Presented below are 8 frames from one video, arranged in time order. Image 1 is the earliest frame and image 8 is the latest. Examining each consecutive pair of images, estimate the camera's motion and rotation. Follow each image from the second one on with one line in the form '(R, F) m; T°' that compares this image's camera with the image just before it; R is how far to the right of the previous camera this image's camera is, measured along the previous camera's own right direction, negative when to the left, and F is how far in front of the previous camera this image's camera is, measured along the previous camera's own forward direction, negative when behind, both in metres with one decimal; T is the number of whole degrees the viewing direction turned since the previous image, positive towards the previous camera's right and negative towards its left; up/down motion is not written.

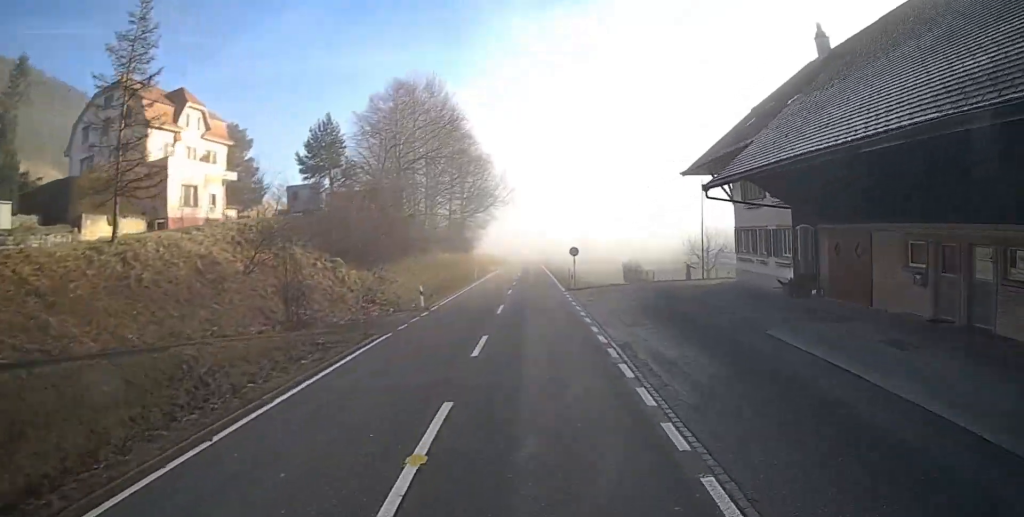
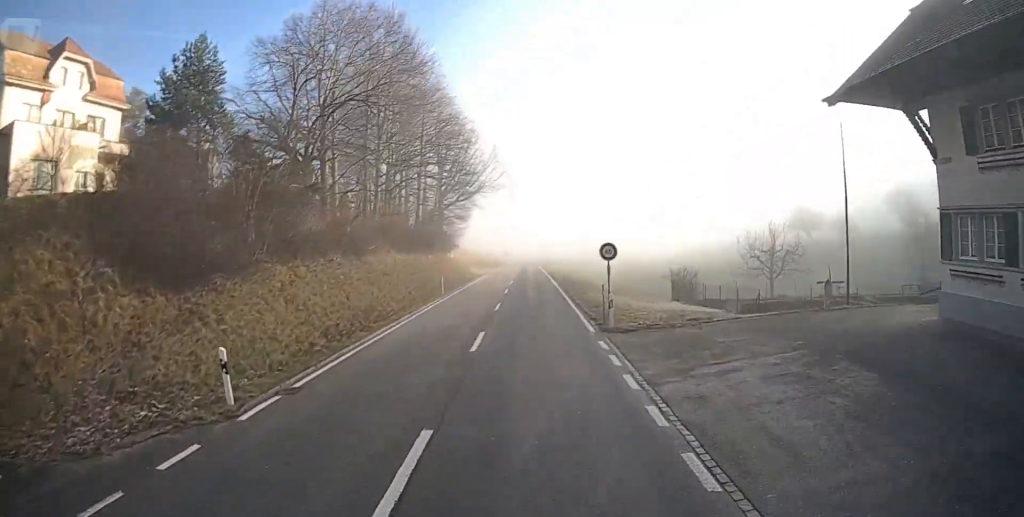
(-0.2, +17.5) m; -1°
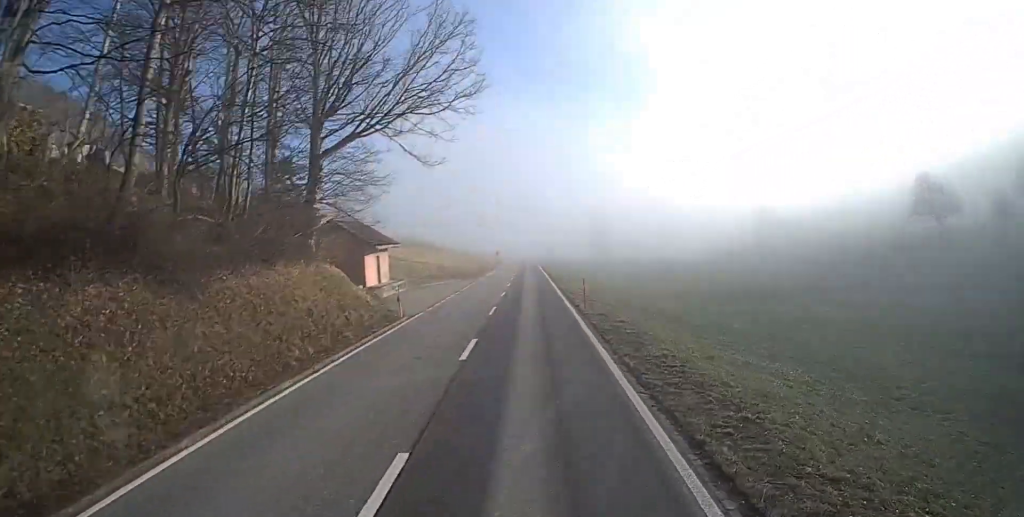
(+0.2, +36.8) m; +1°
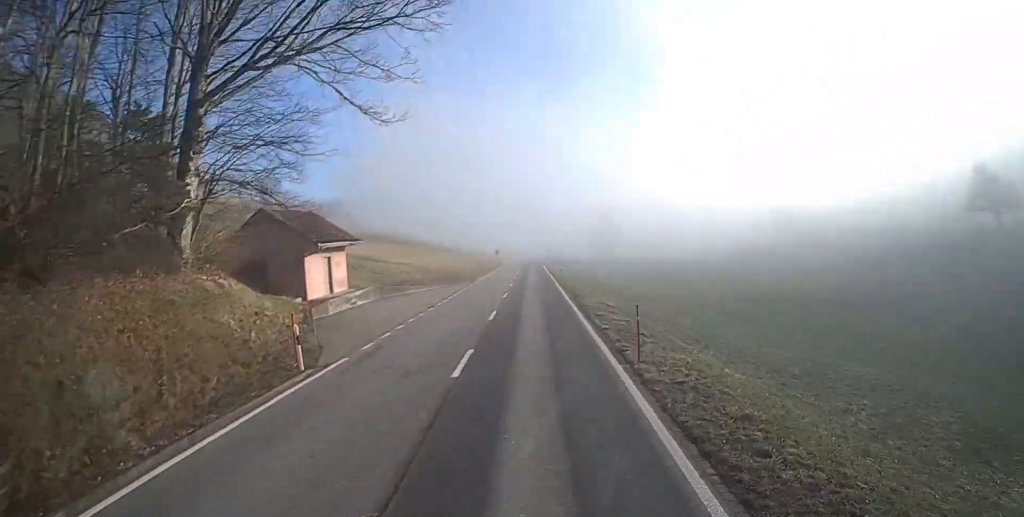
(+0.1, +10.7) m; 0°
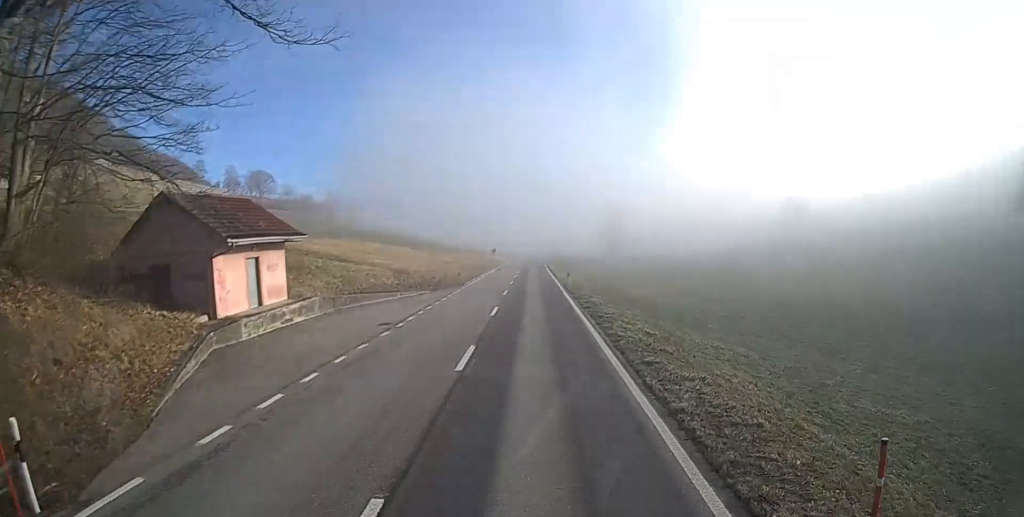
(0.0, +8.5) m; 0°
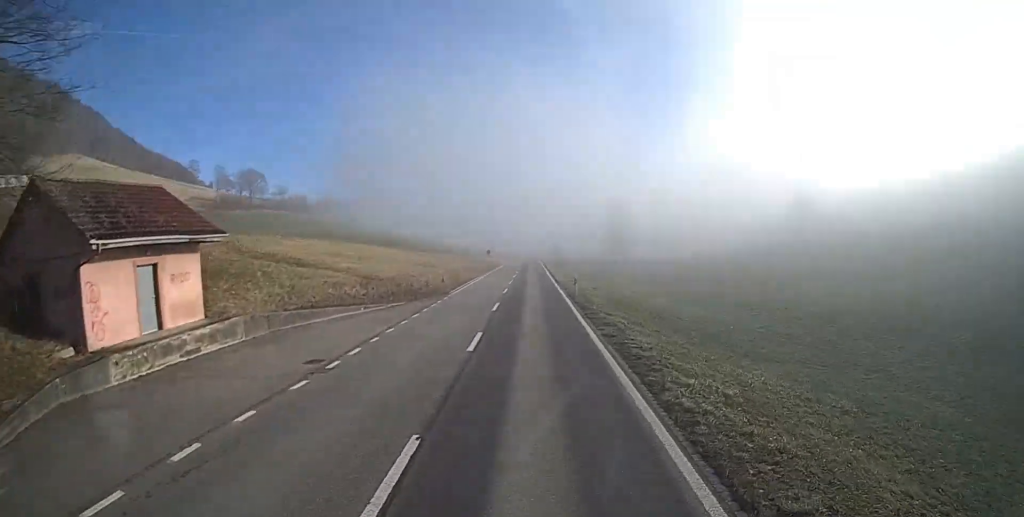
(0.0, +6.8) m; 0°
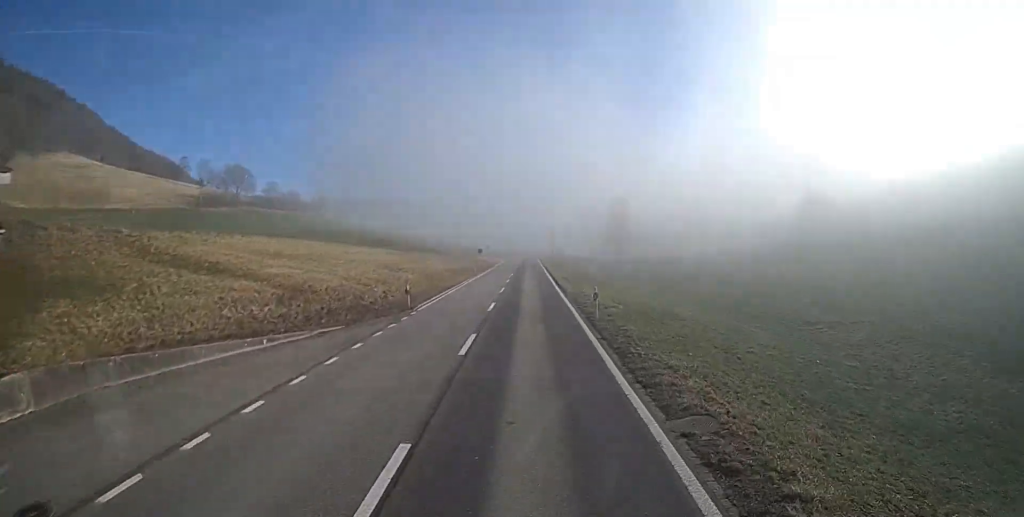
(0.0, +9.7) m; -1°
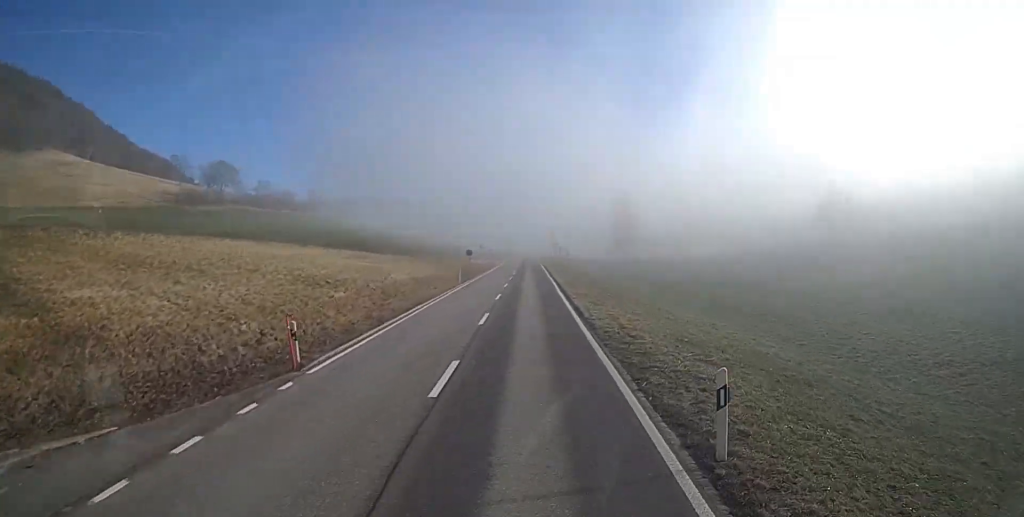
(-0.1, +12.7) m; -1°
